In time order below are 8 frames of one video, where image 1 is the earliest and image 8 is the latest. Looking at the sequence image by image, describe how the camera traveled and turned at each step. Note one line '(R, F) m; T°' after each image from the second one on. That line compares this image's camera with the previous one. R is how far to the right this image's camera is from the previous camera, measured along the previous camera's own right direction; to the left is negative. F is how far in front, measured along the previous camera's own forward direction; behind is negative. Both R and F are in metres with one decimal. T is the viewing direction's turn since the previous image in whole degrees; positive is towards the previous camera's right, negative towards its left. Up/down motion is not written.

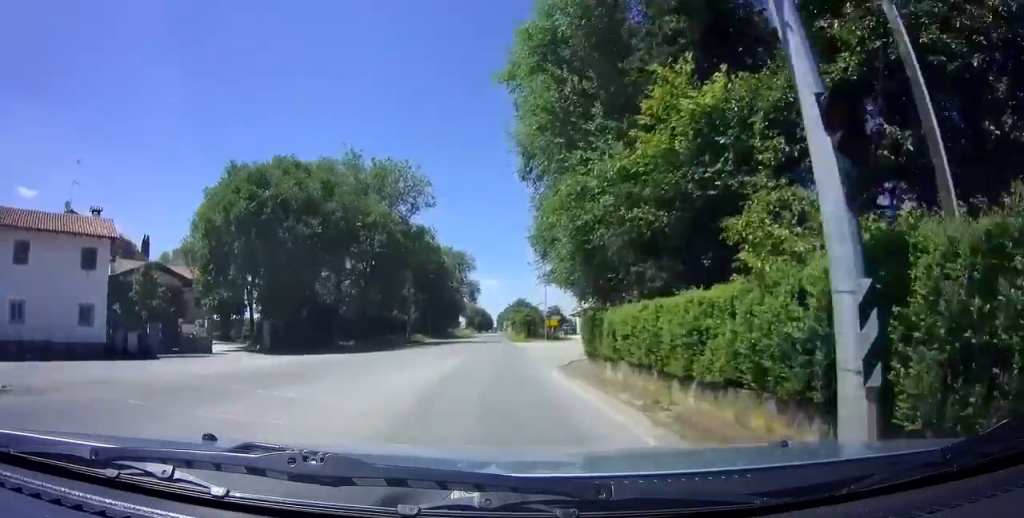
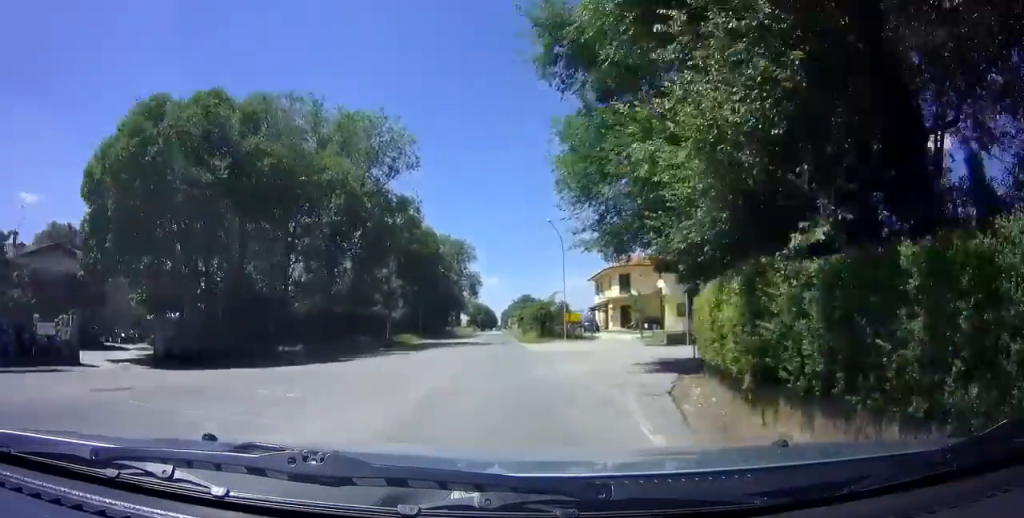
(+0.2, +12.9) m; 0°
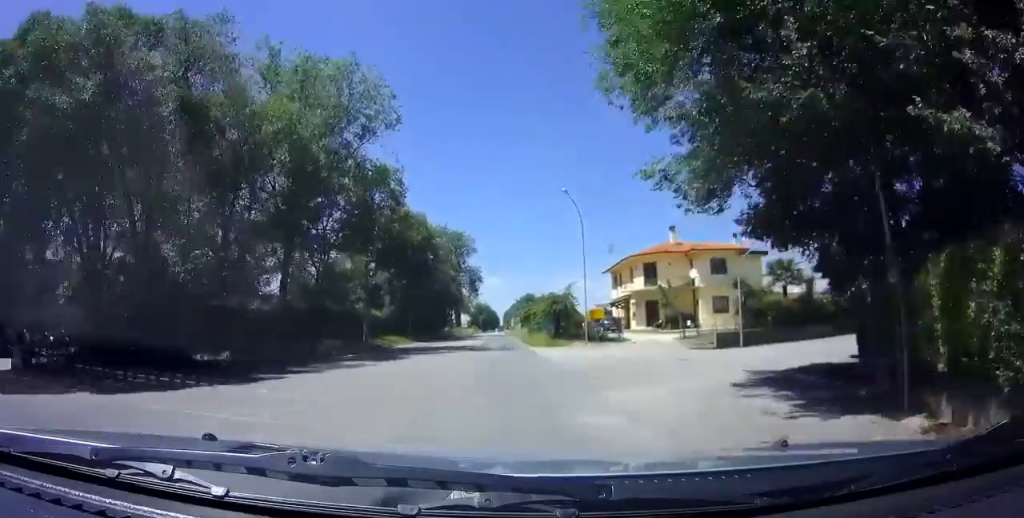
(-0.1, +9.2) m; -1°
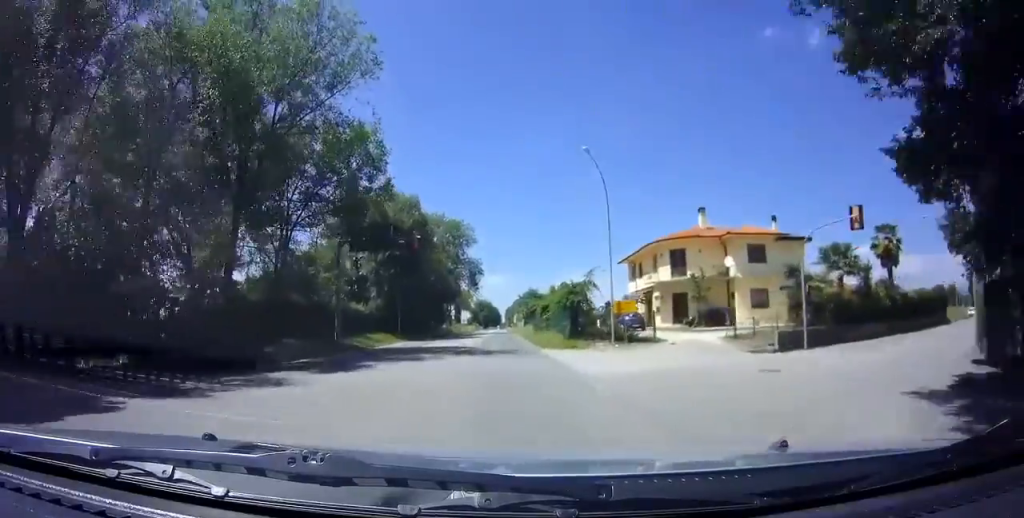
(0.0, +7.8) m; 0°
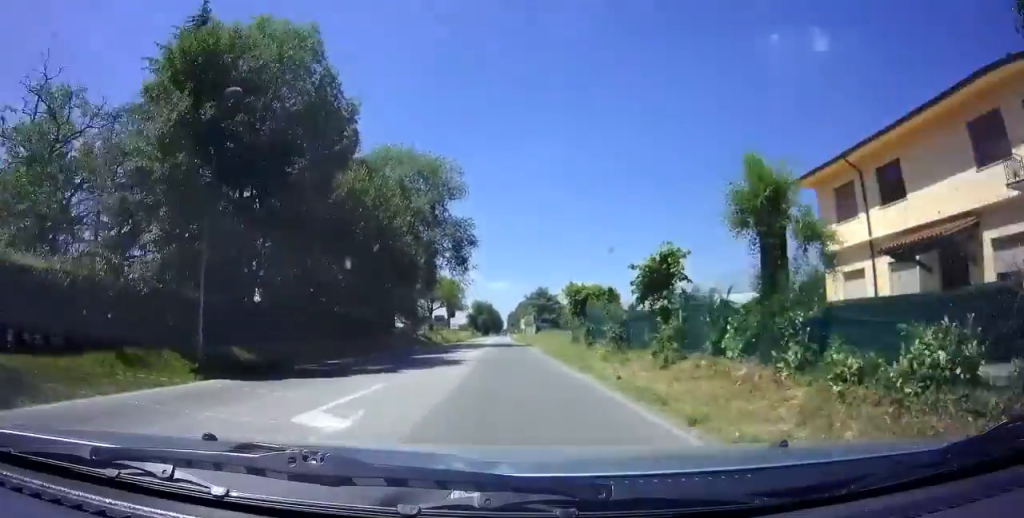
(-0.1, +34.5) m; 0°
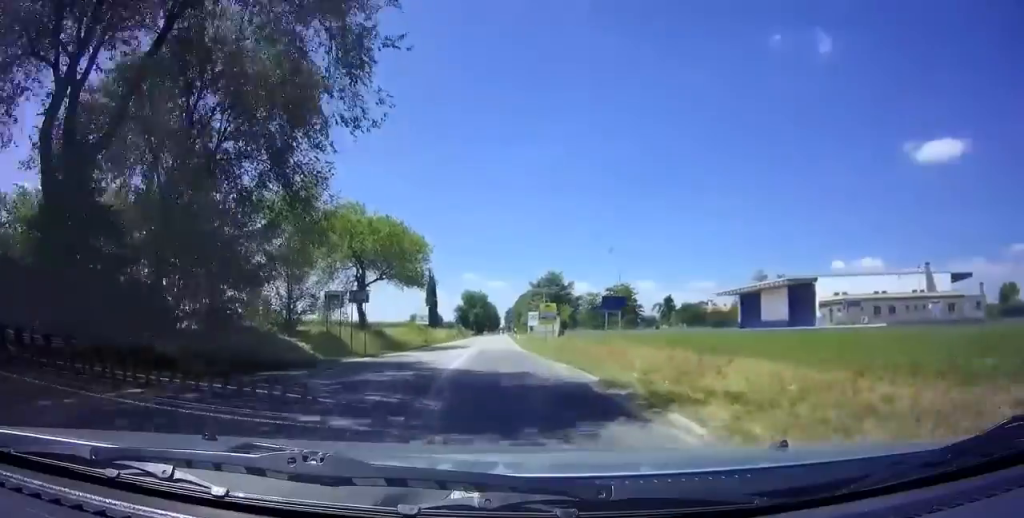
(-0.1, +40.4) m; 0°
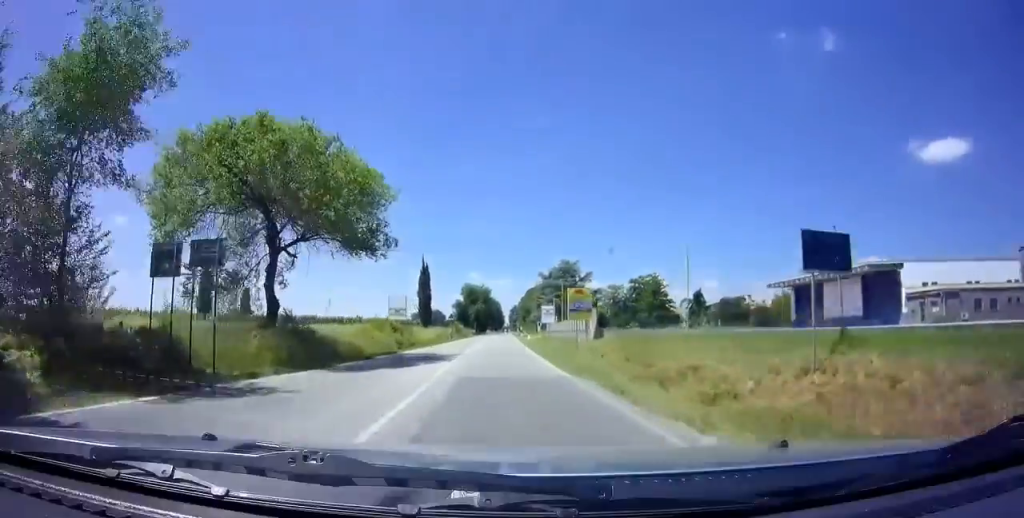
(0.0, +17.5) m; 0°
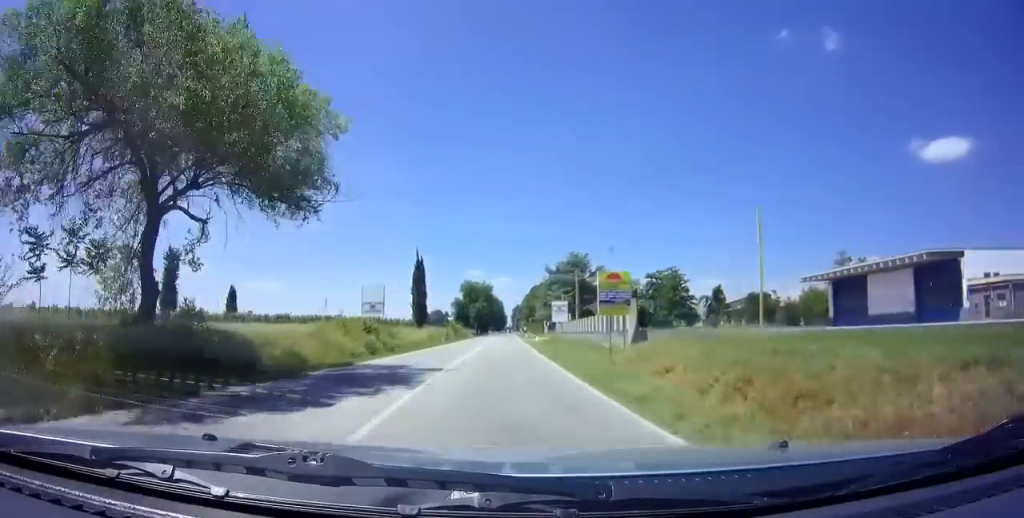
(0.0, +9.5) m; 0°
